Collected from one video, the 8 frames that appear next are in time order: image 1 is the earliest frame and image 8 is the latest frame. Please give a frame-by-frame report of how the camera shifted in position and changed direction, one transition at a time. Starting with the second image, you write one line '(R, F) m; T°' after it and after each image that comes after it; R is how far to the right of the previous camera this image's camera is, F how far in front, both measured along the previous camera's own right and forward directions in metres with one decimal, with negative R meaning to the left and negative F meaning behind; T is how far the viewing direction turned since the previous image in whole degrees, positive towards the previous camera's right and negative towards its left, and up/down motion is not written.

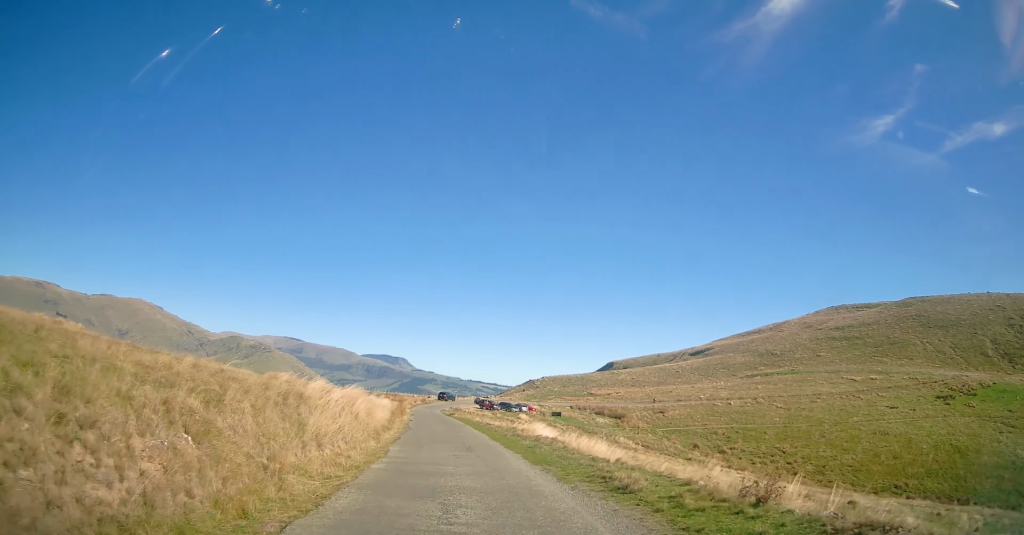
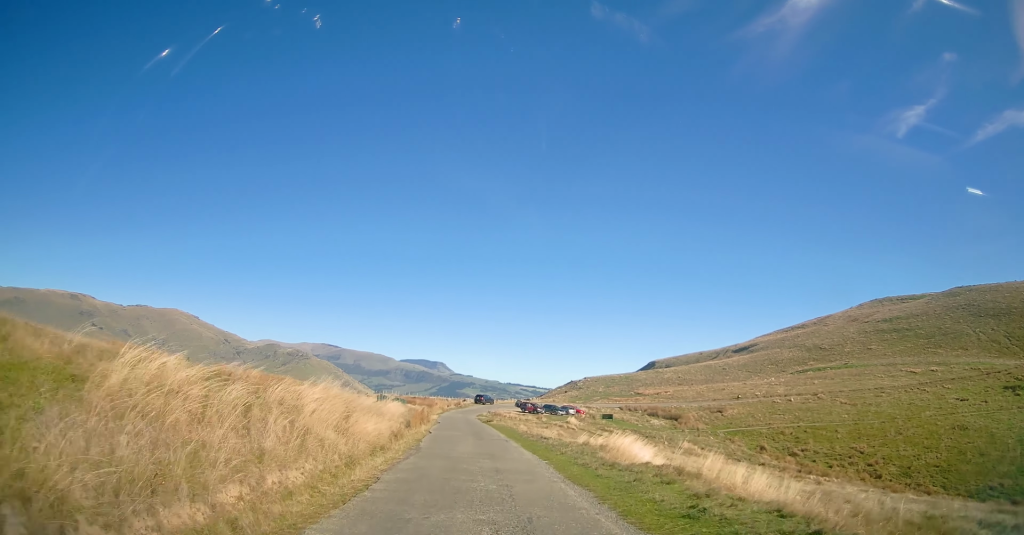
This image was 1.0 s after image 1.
(-1.3, +11.4) m; -2°
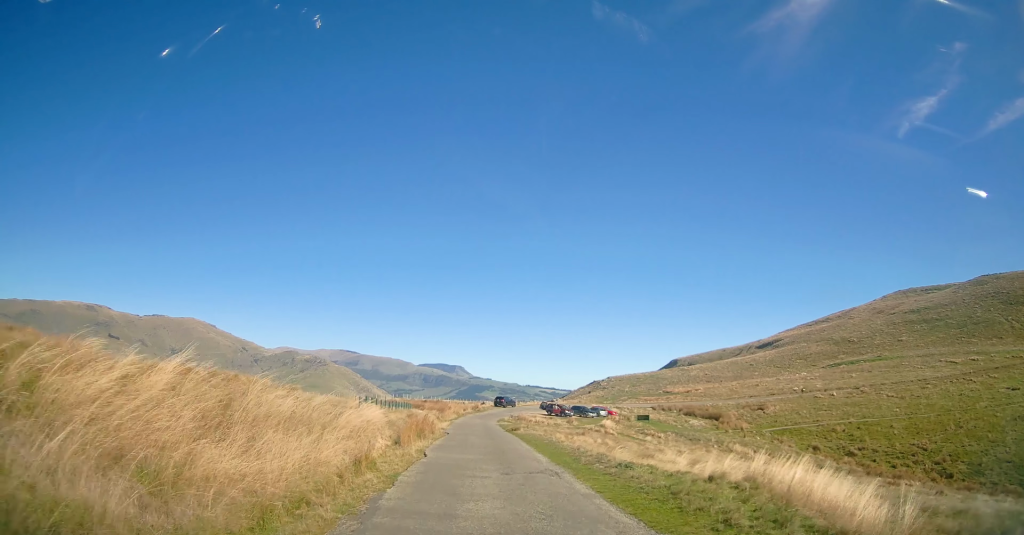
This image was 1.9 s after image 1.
(+0.9, +10.1) m; -1°
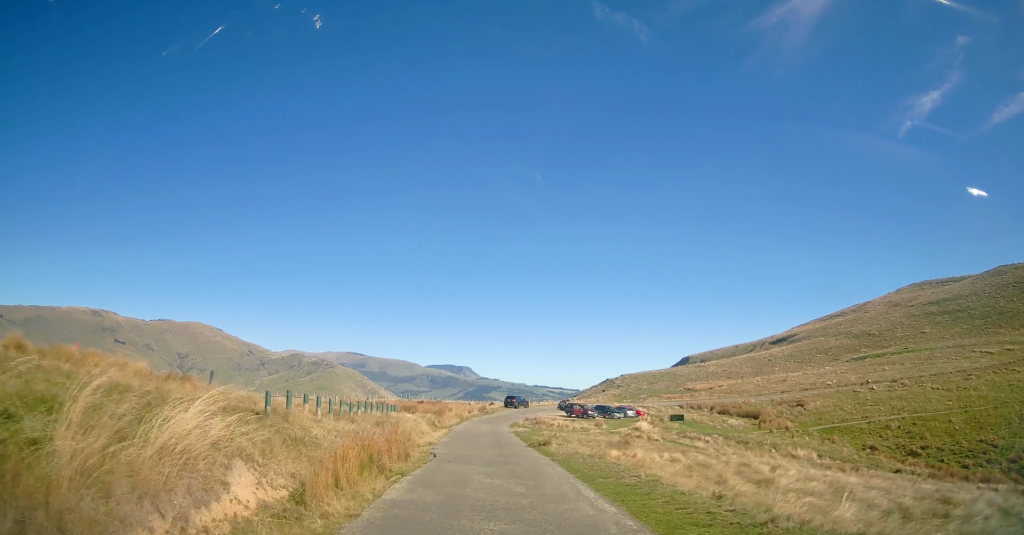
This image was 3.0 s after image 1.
(-1.2, +11.6) m; -5°
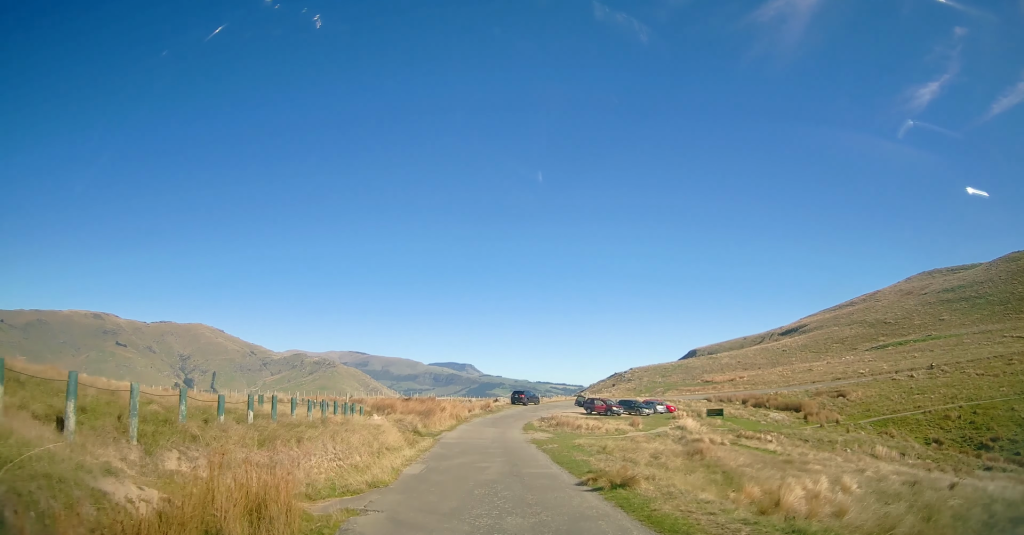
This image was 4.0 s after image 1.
(+0.1, +11.2) m; 0°
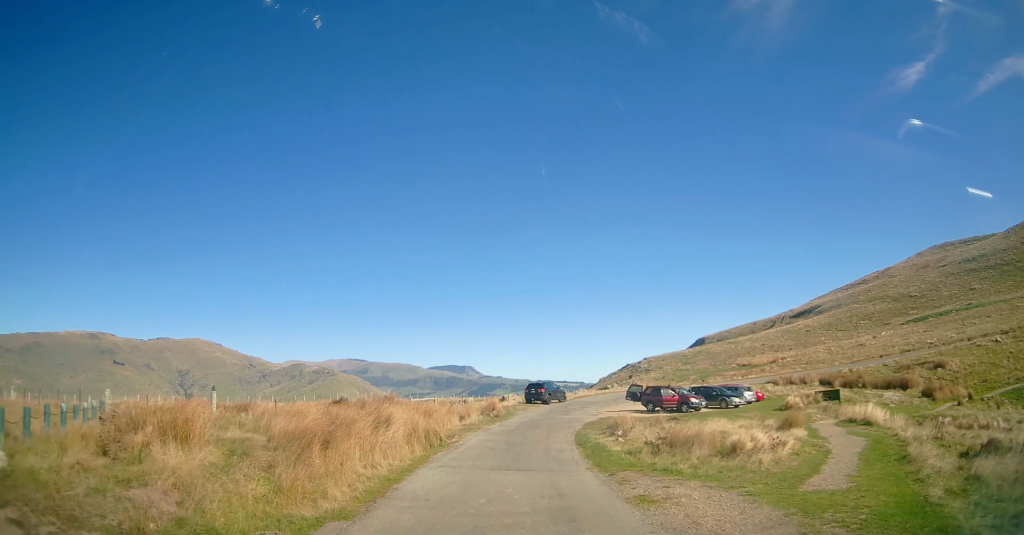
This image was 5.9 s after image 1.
(-0.4, +20.9) m; 0°
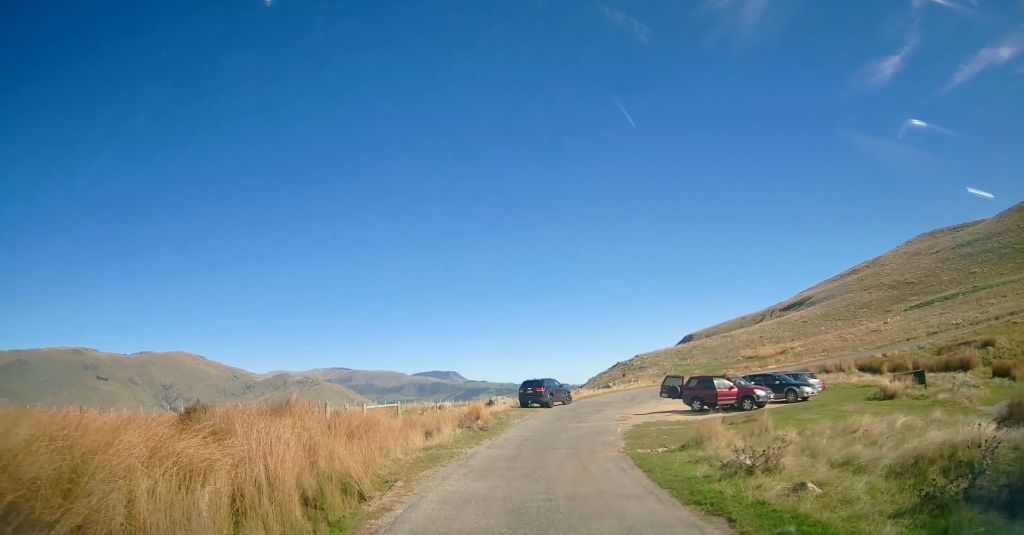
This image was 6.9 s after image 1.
(+0.2, +10.2) m; +4°
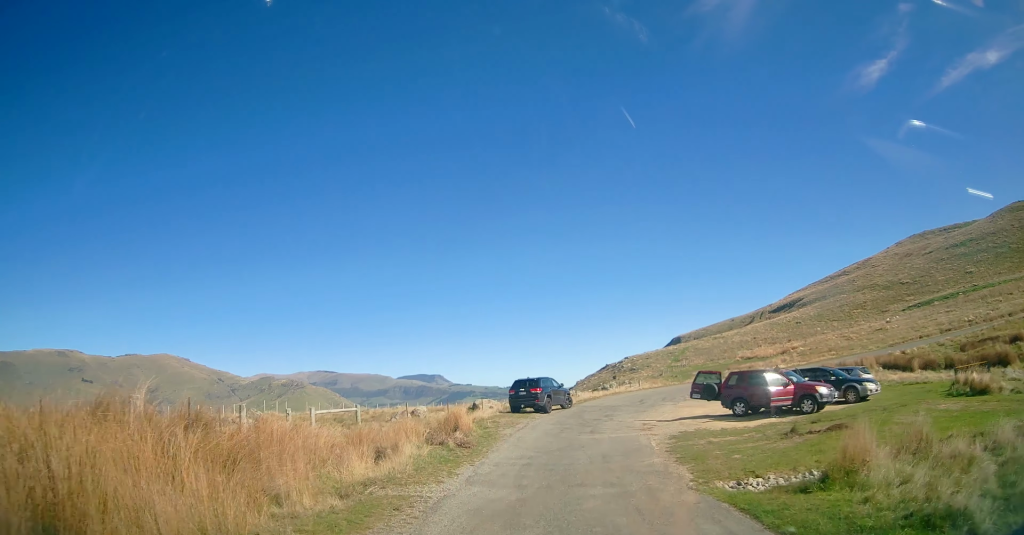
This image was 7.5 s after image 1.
(+0.2, +5.8) m; +3°
